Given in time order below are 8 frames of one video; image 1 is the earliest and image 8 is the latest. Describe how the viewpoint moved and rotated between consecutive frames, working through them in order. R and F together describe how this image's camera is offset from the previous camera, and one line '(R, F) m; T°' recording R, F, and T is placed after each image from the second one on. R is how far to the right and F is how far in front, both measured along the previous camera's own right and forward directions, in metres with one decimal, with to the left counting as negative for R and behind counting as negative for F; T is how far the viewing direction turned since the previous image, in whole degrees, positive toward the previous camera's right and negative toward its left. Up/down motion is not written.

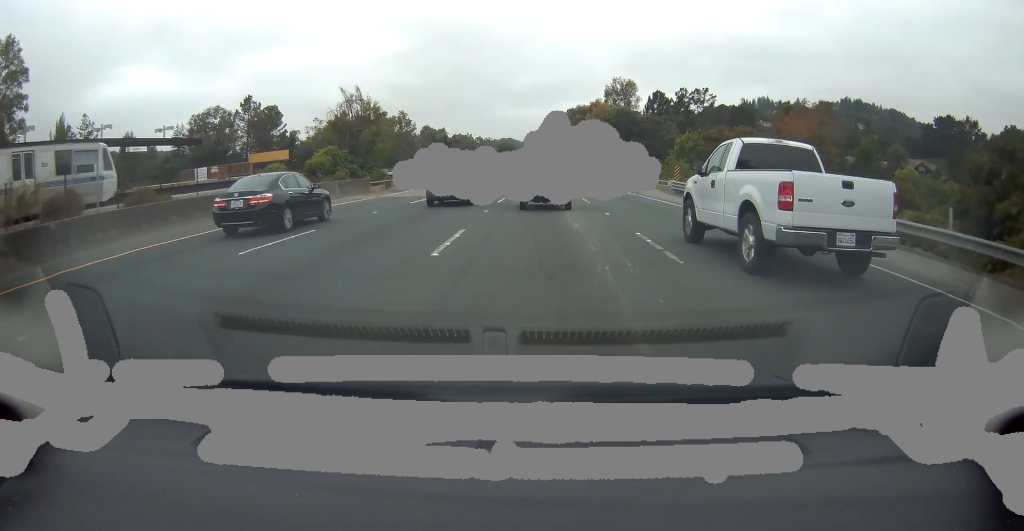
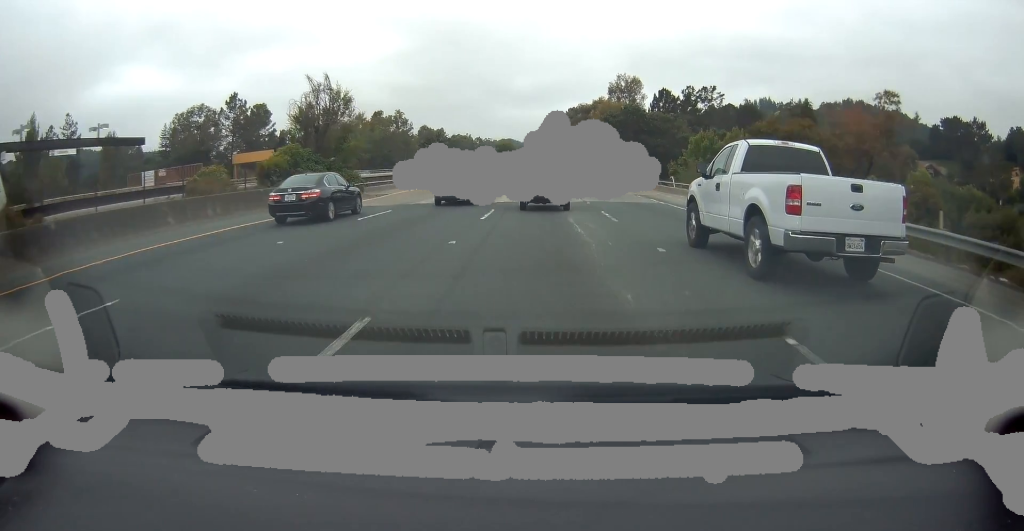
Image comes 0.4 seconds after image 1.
(0.0, +7.3) m; 0°
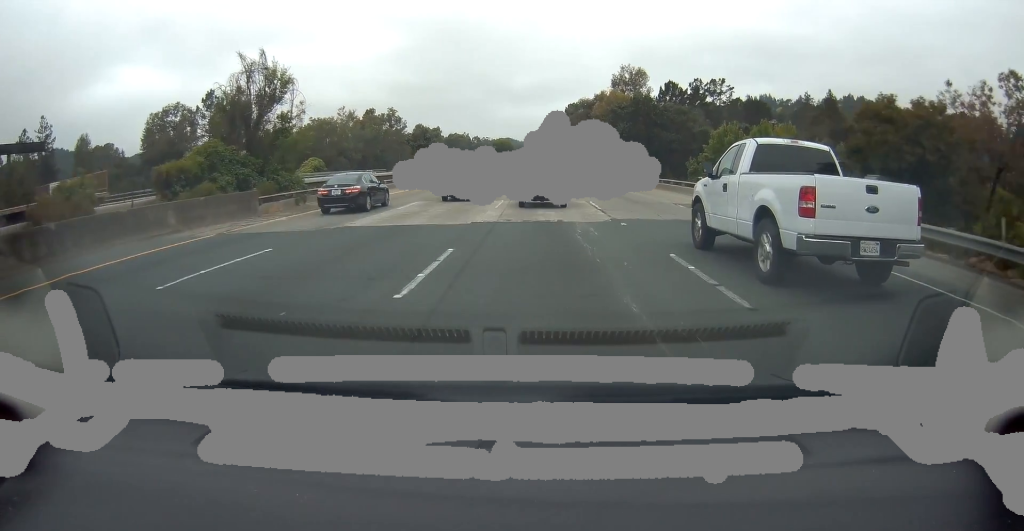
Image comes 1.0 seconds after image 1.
(0.0, +9.6) m; 0°
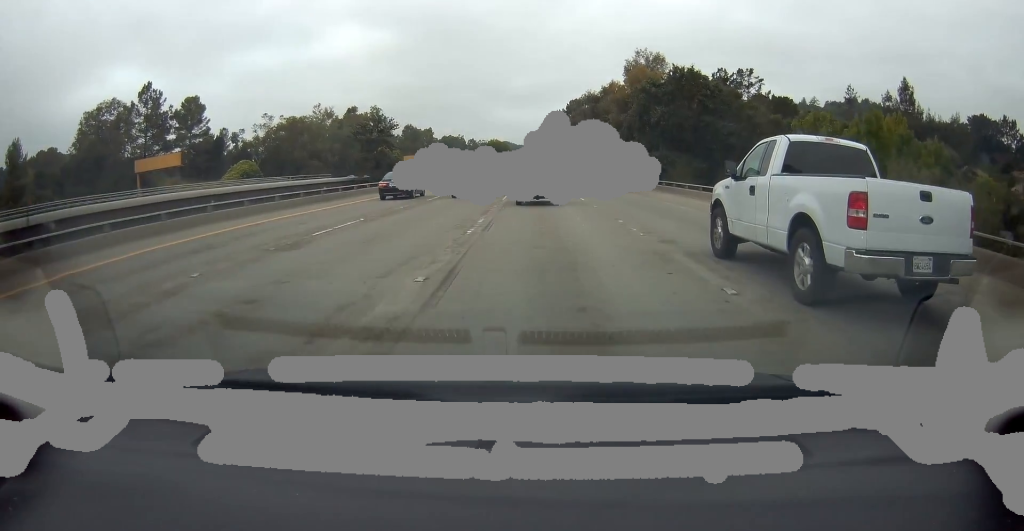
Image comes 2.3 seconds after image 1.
(+0.1, +22.3) m; +1°
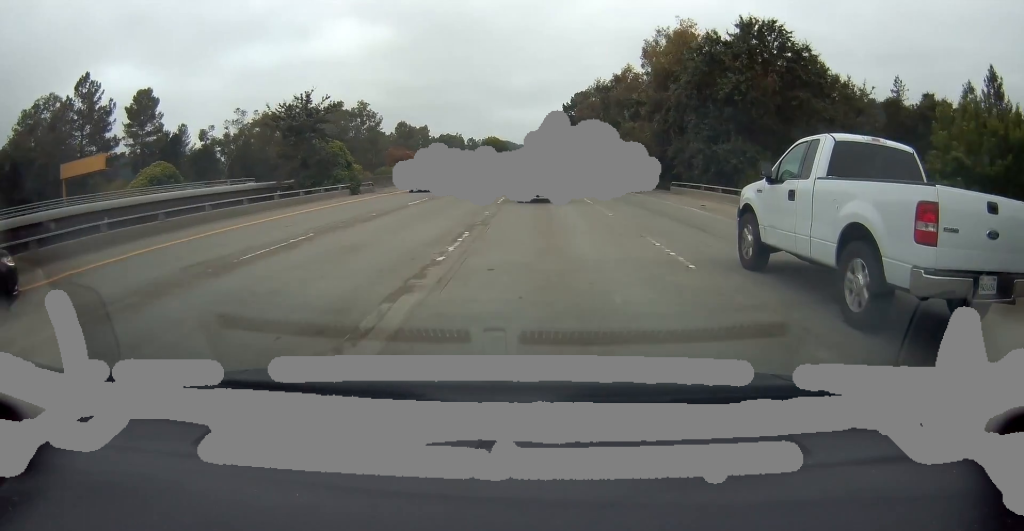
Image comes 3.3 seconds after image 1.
(+0.2, +18.7) m; -1°
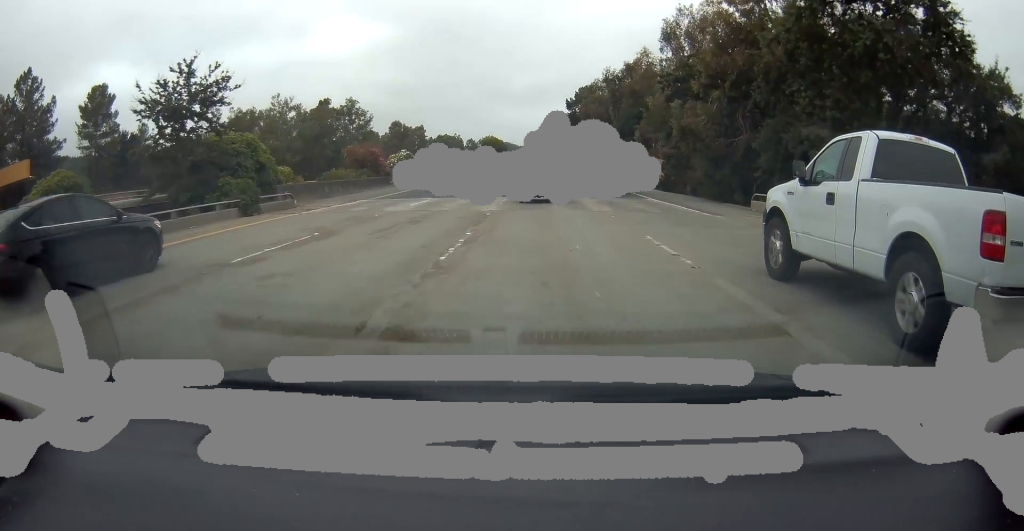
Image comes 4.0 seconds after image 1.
(-0.3, +14.6) m; 0°
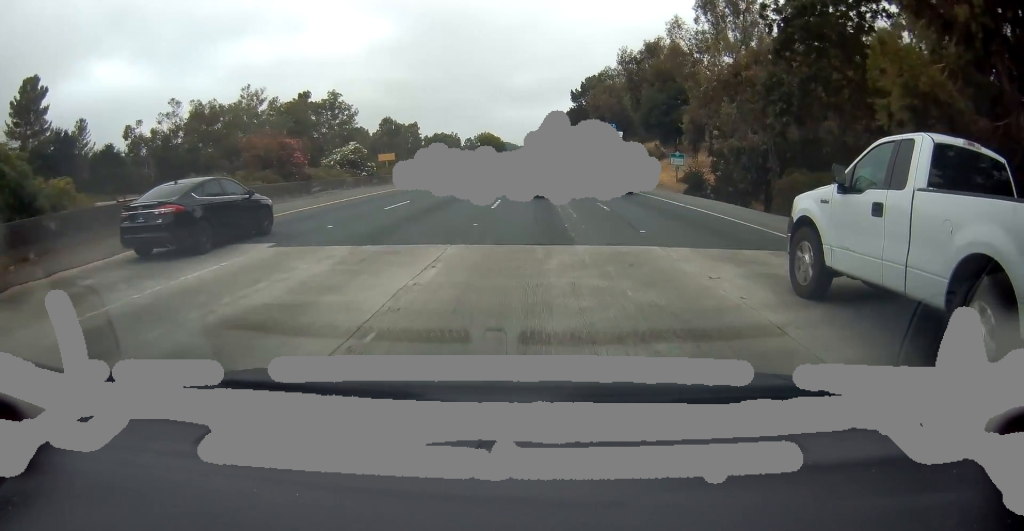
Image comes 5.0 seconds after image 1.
(+0.1, +18.8) m; +1°
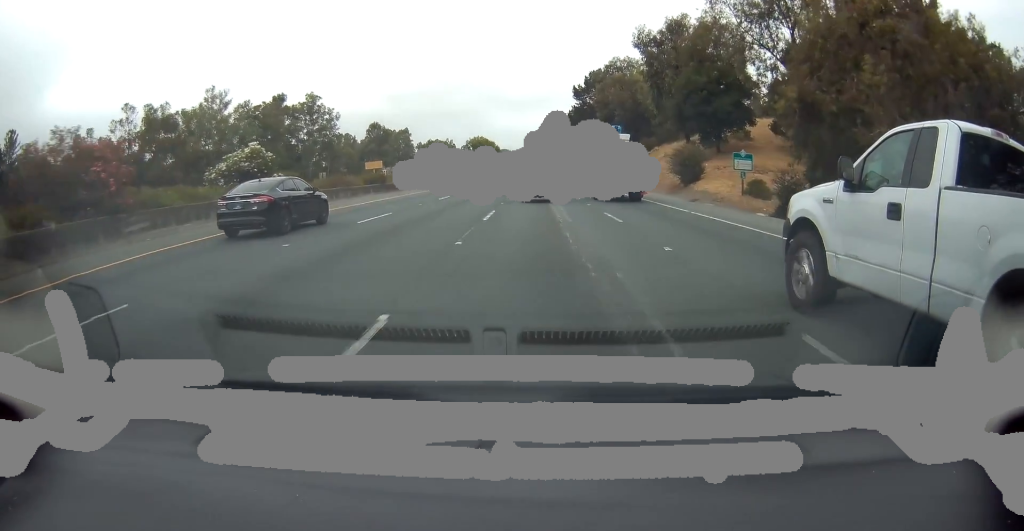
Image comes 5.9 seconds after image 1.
(+0.2, +17.3) m; 0°
